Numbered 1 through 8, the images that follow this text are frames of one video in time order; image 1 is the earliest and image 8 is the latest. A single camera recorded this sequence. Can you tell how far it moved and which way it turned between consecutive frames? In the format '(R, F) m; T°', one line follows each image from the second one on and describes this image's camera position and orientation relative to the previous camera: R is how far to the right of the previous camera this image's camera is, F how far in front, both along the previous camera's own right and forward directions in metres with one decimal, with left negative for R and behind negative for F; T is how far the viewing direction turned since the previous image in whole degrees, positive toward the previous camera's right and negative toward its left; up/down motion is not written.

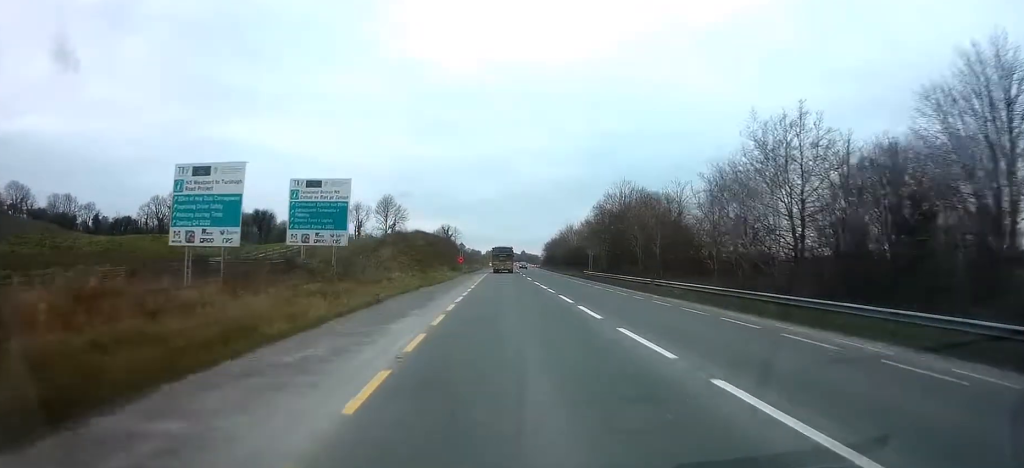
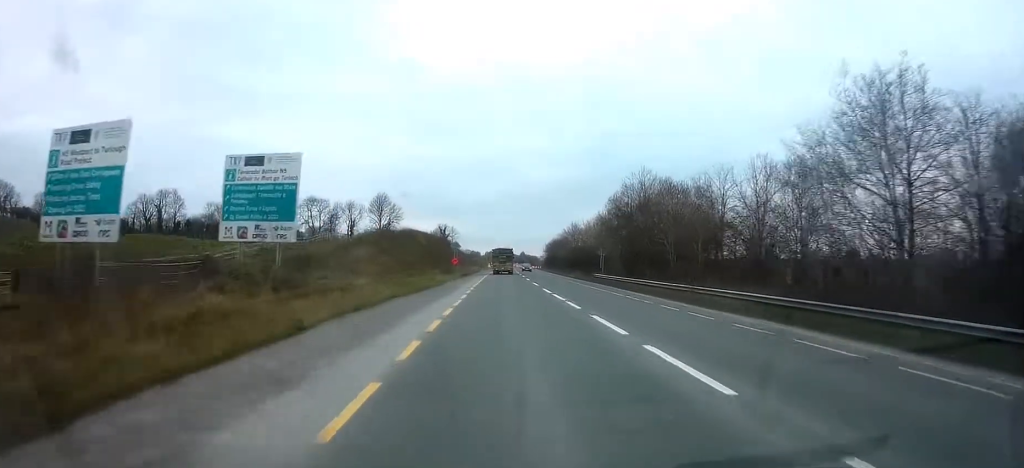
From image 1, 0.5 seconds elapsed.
(-0.2, +8.7) m; +1°
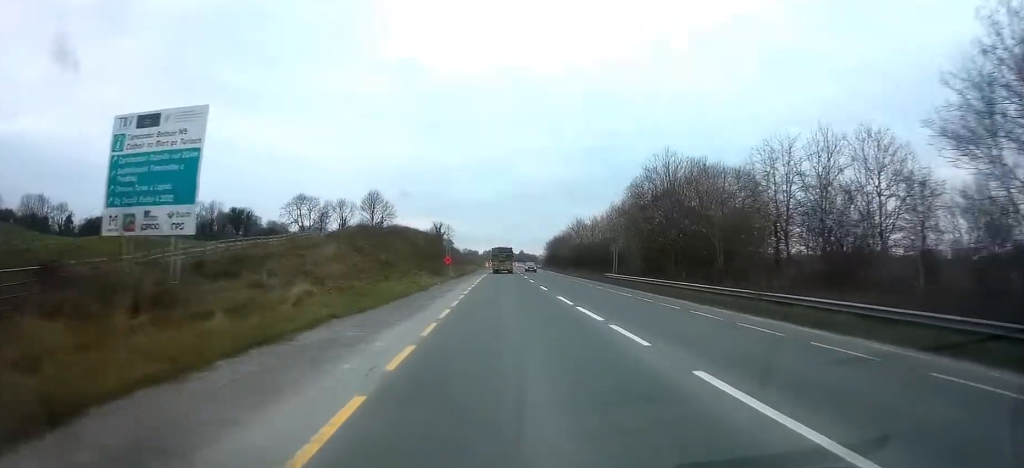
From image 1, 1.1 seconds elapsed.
(0.0, +8.6) m; +1°
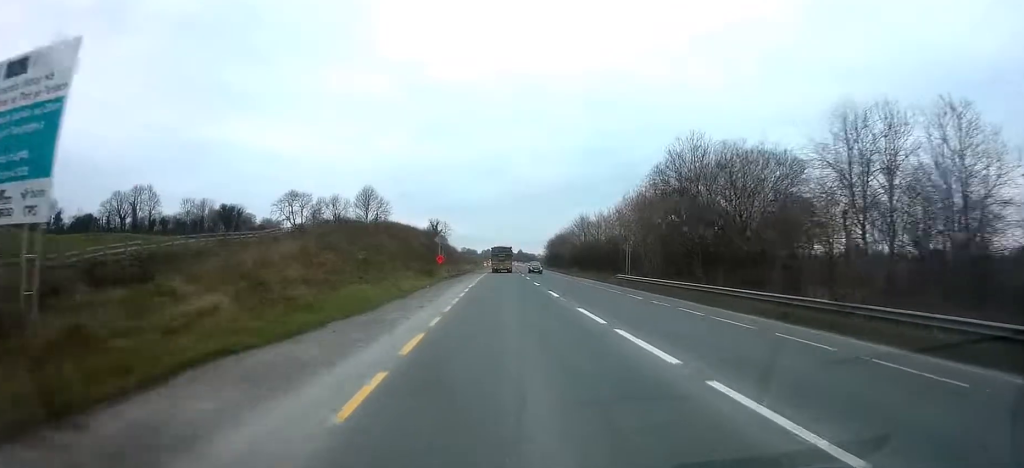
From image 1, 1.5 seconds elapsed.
(+0.2, +6.5) m; 0°
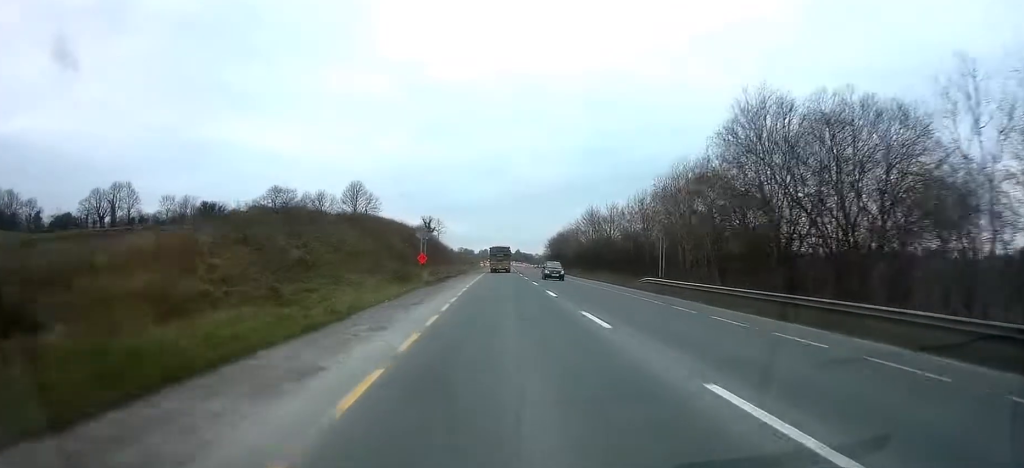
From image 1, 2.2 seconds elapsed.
(+0.1, +11.8) m; 0°
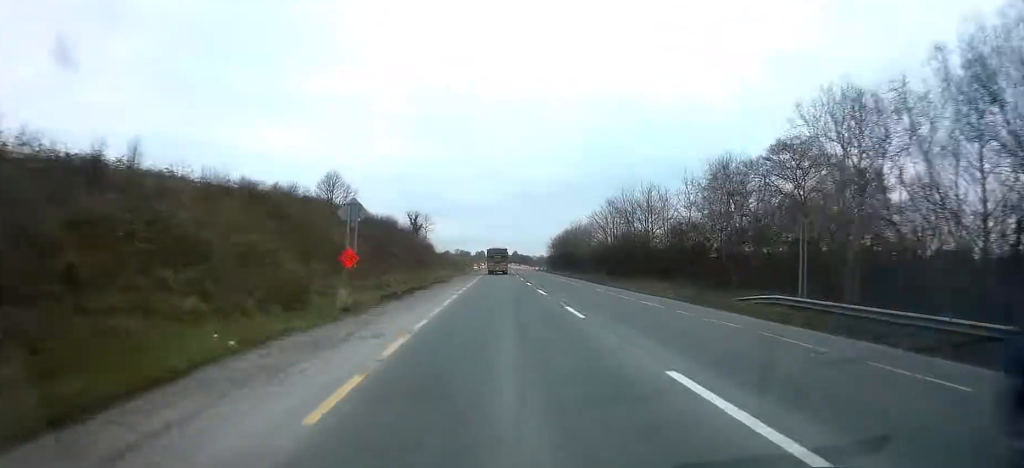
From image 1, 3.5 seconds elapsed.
(+0.1, +20.8) m; 0°
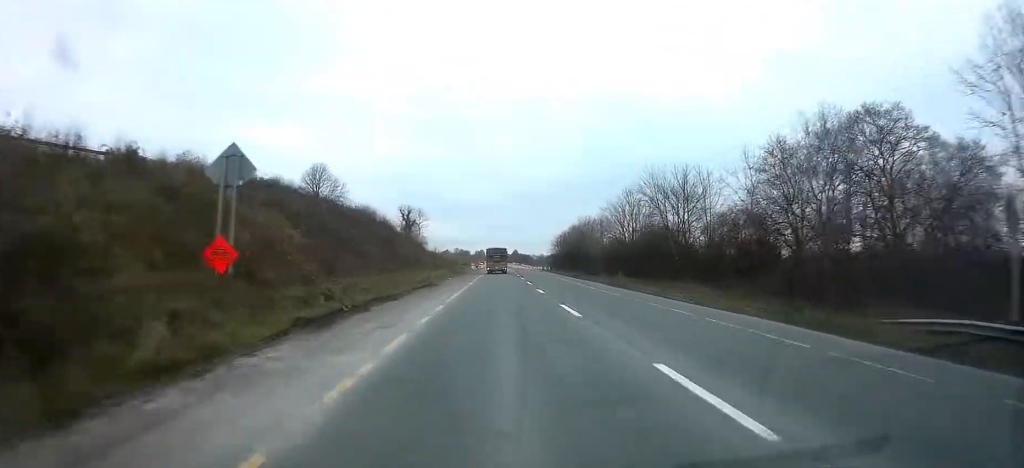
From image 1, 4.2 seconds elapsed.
(0.0, +11.4) m; -1°
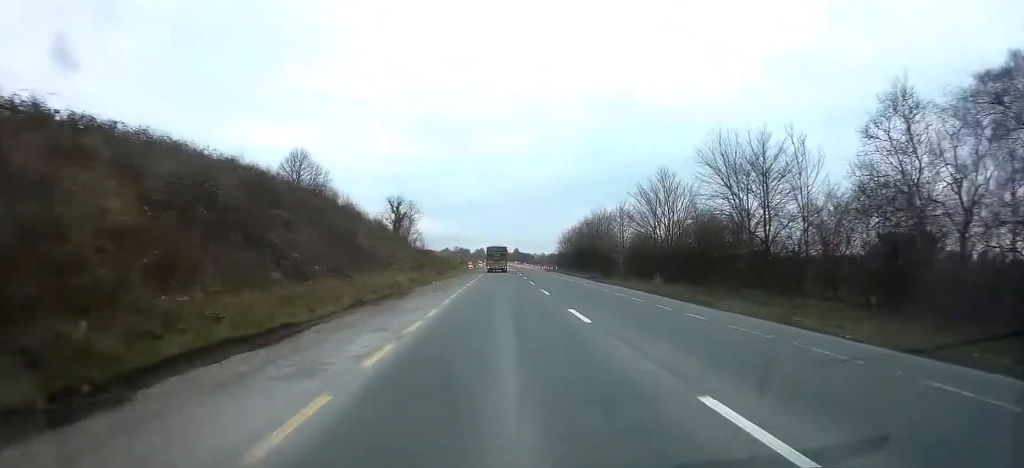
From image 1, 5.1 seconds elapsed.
(-0.2, +14.8) m; 0°
